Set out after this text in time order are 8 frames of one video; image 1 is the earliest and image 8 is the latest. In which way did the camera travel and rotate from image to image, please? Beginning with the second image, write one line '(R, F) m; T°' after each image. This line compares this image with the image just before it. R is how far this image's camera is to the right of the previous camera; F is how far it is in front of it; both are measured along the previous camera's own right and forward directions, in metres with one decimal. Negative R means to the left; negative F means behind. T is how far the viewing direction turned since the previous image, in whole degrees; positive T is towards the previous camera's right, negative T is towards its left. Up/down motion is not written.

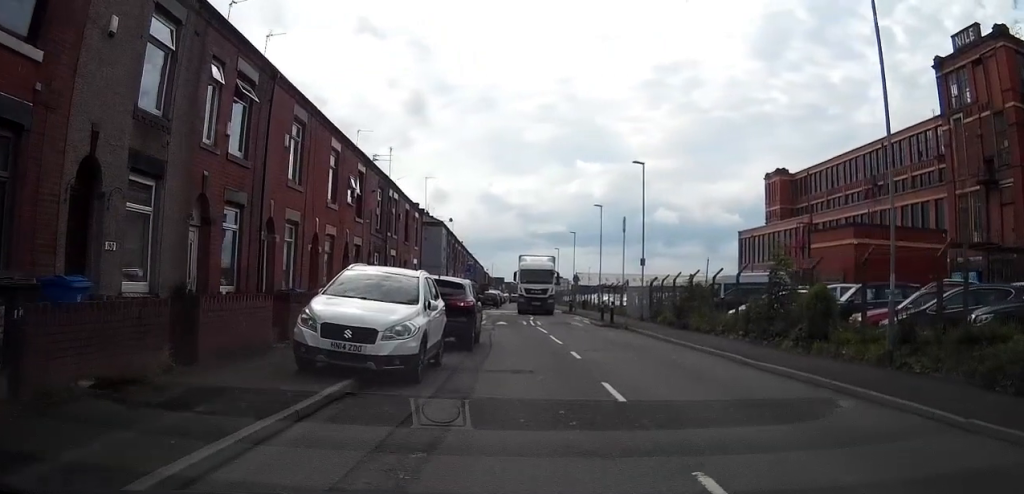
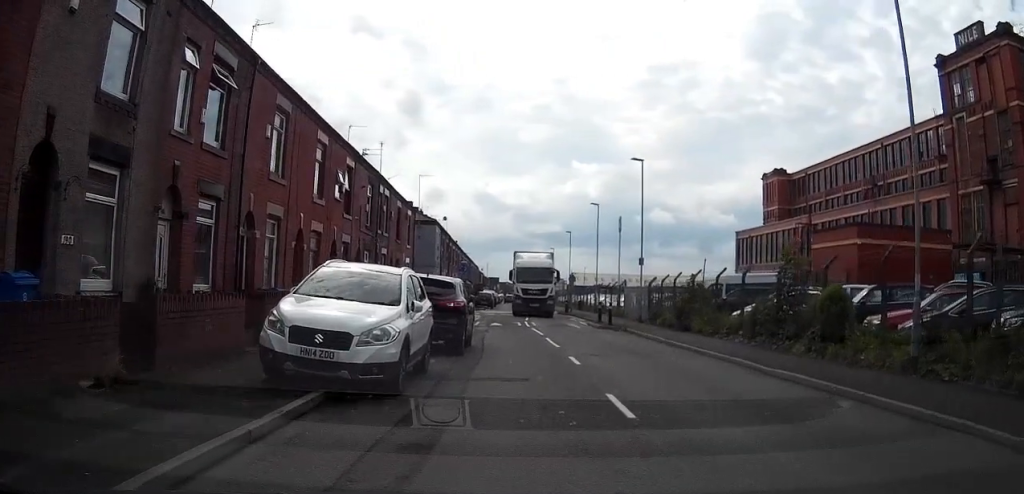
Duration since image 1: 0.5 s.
(0.0, +1.7) m; 0°
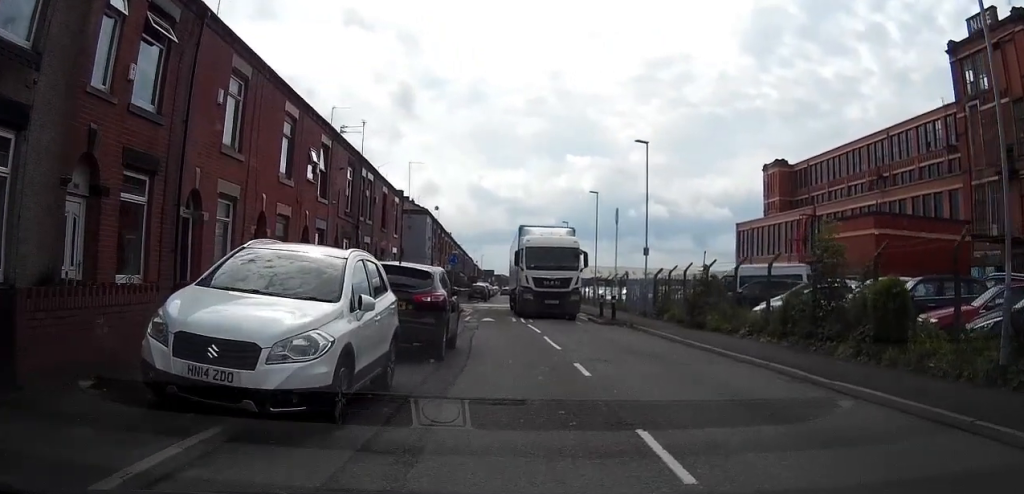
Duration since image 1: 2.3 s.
(0.0, +4.3) m; 0°
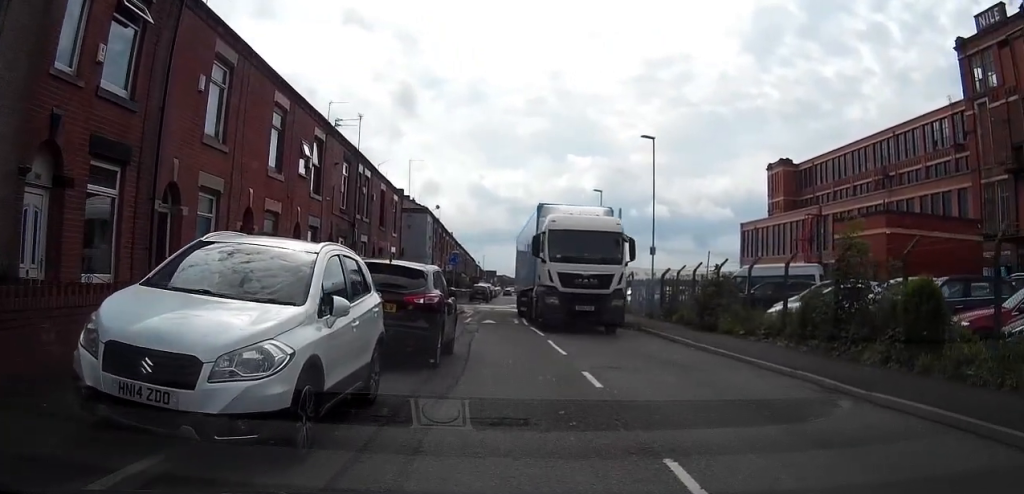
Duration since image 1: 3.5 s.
(0.0, +1.8) m; -1°
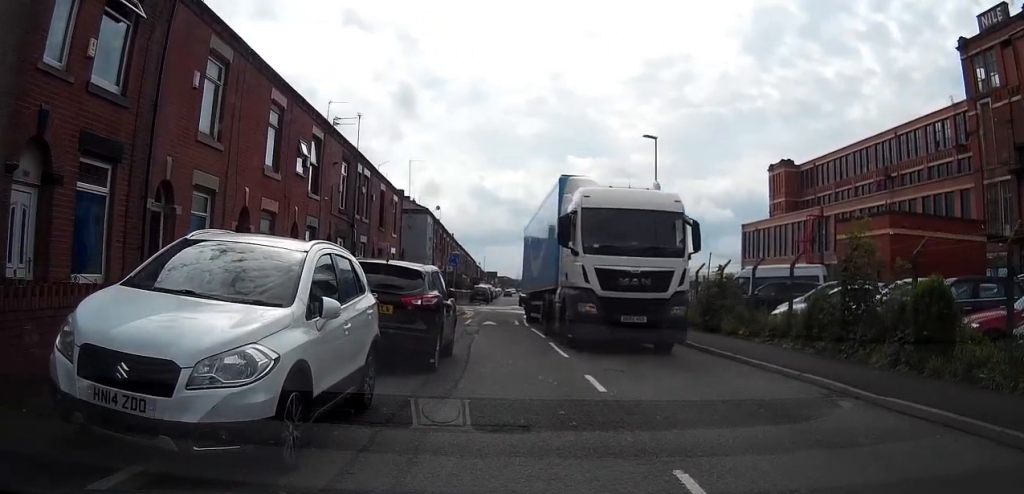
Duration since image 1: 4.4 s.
(0.0, +1.3) m; 0°
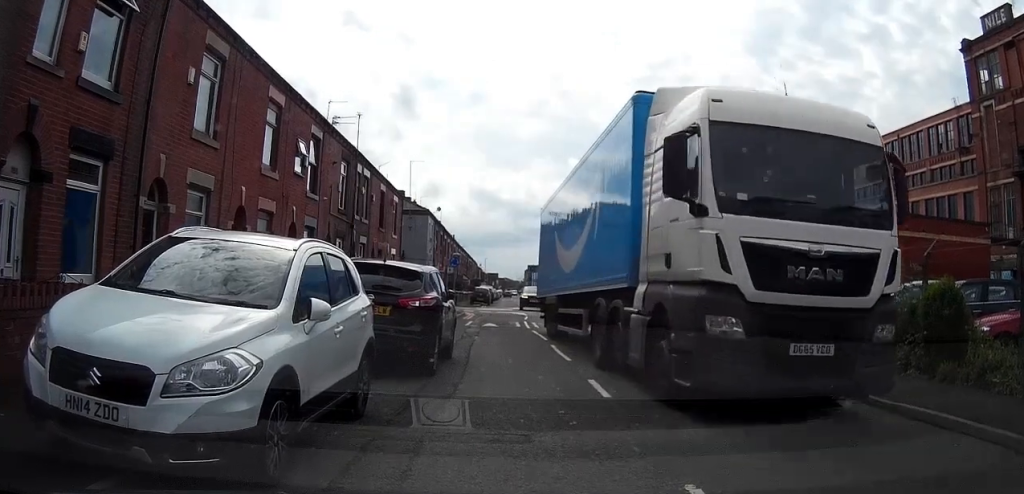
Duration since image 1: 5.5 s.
(+0.3, +1.4) m; 0°
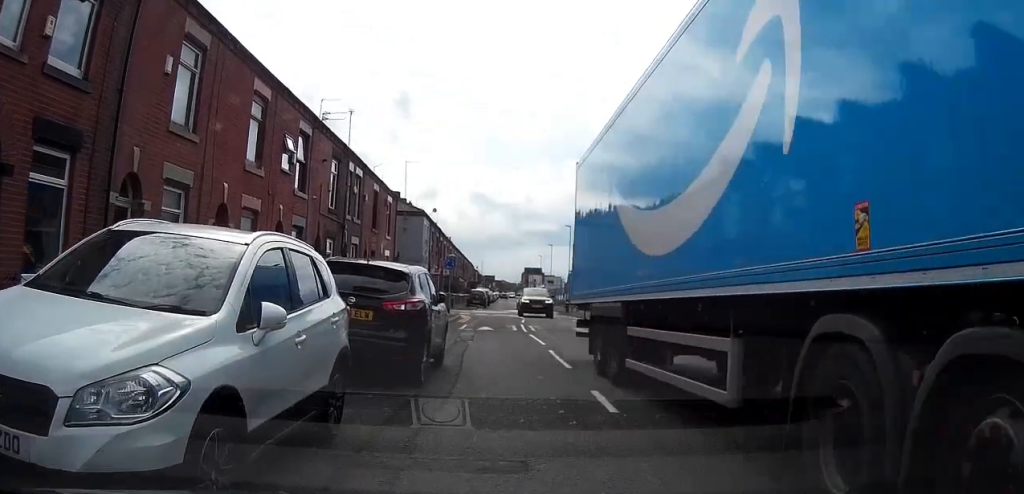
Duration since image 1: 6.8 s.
(+0.1, +0.8) m; 0°
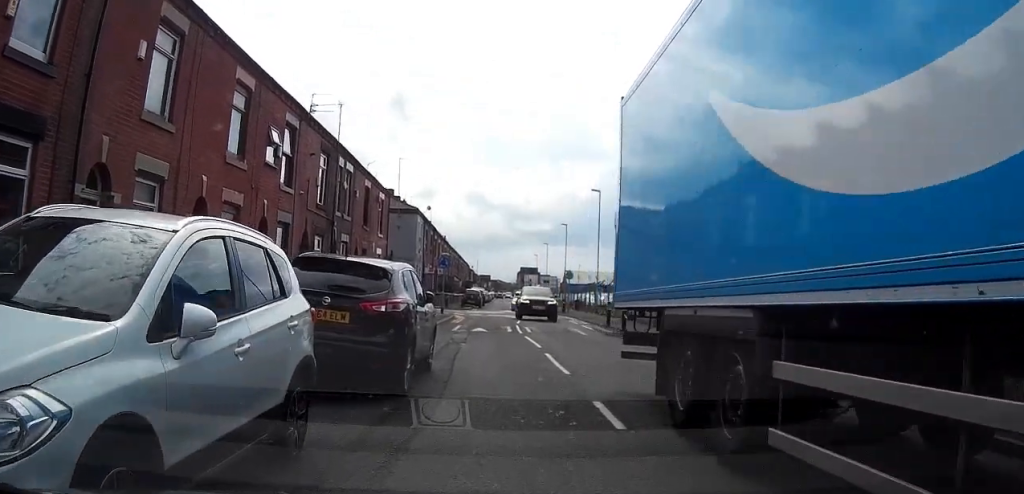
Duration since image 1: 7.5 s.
(0.0, +0.2) m; 0°
